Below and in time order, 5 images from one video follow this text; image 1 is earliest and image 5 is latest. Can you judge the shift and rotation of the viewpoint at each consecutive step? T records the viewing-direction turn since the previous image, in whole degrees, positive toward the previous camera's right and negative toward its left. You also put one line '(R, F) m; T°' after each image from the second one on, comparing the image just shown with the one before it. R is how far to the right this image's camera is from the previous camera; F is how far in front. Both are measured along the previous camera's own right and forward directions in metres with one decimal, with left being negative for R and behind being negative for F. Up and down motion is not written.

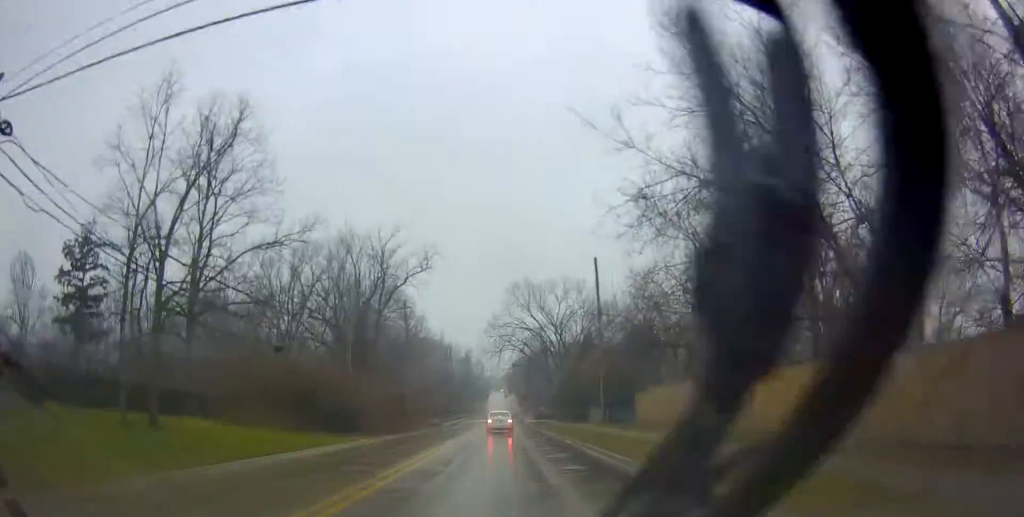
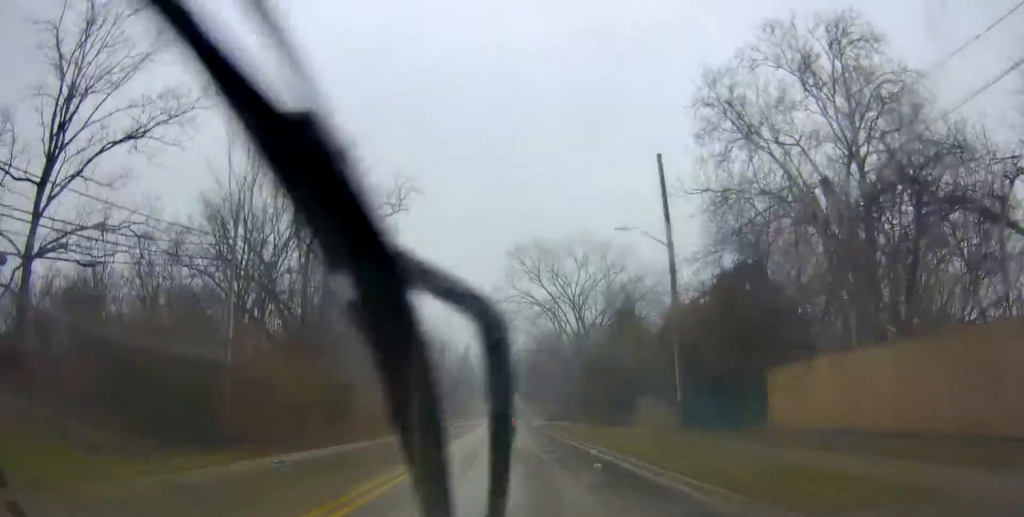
(-0.2, +17.7) m; -1°
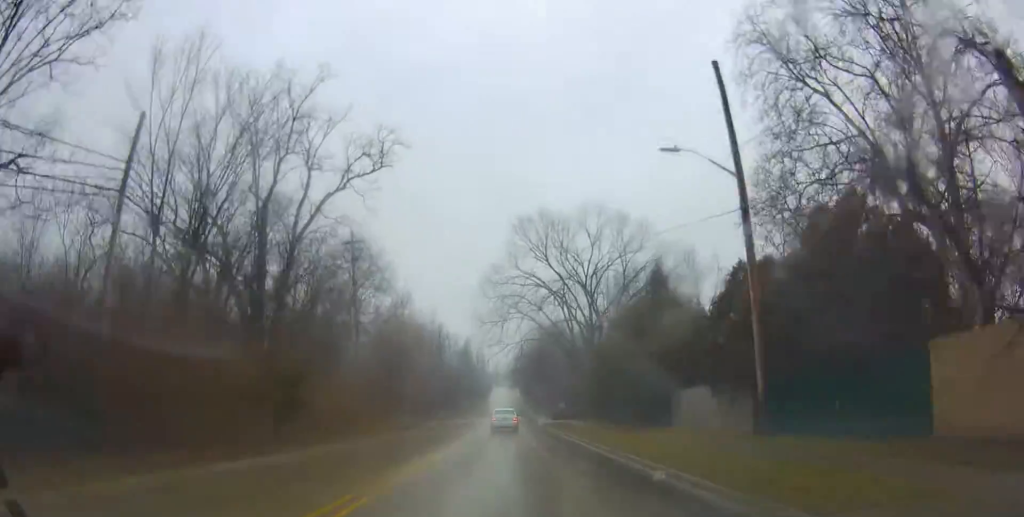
(-0.4, +7.8) m; 0°
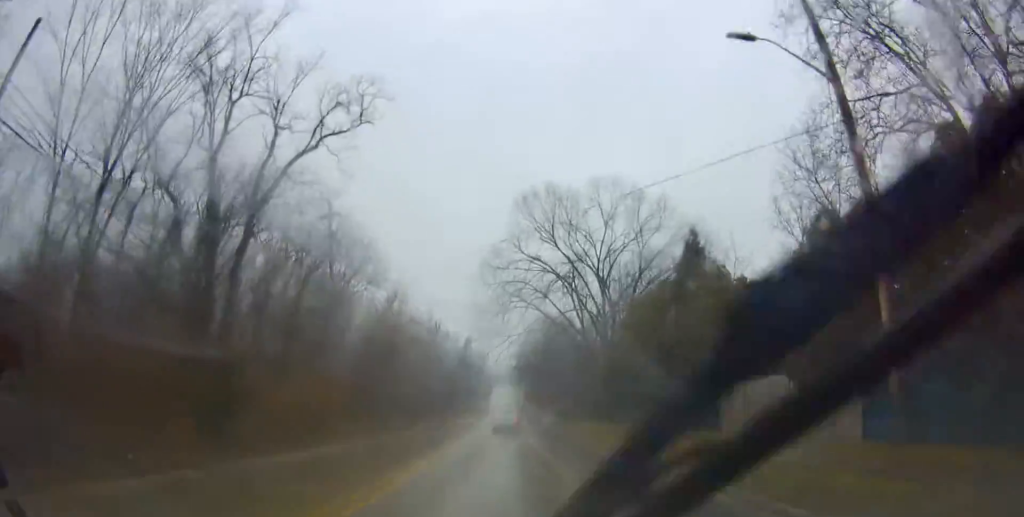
(+0.3, +6.3) m; +1°
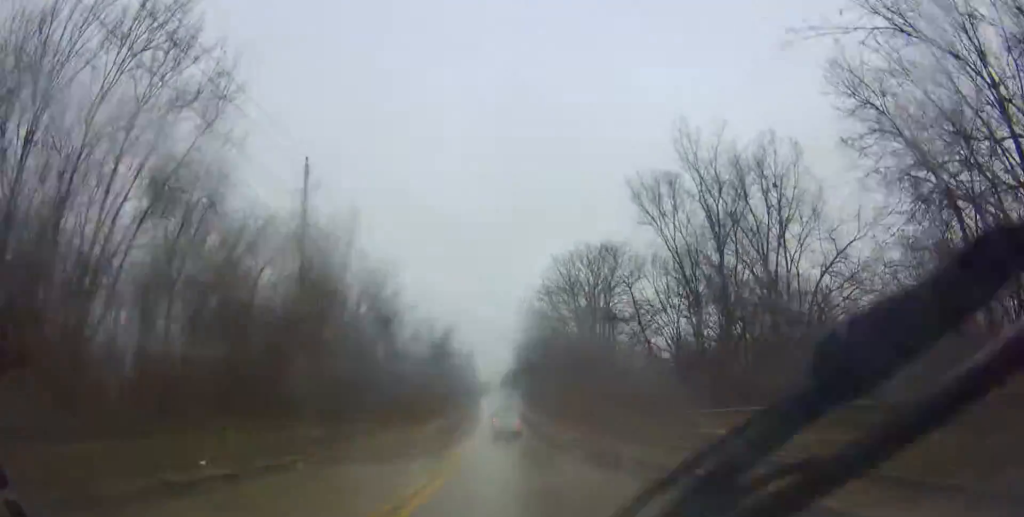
(0.0, +57.6) m; 0°
